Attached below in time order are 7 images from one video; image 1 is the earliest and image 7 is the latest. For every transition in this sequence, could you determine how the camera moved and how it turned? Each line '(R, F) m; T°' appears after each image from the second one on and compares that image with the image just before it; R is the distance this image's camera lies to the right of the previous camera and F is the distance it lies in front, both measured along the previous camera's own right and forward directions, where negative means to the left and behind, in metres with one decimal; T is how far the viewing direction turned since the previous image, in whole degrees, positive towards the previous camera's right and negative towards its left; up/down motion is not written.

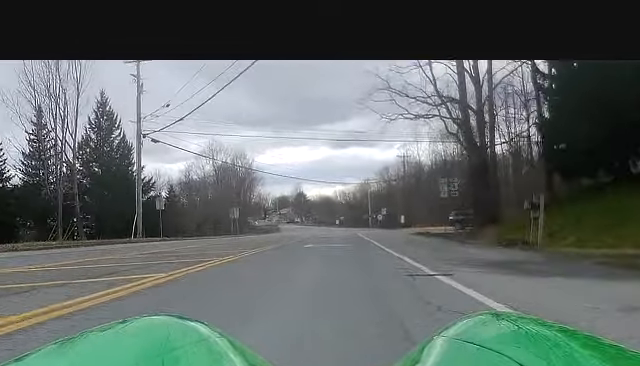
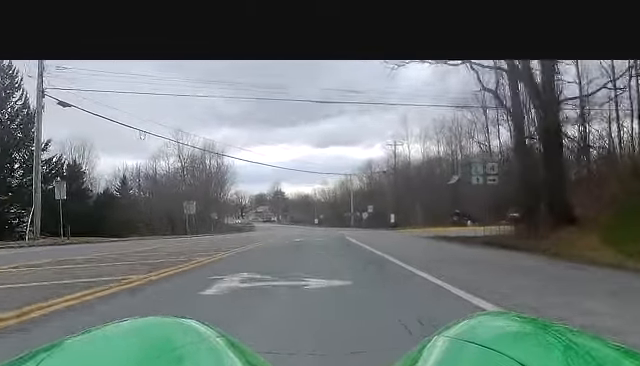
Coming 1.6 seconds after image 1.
(0.0, +19.9) m; 0°
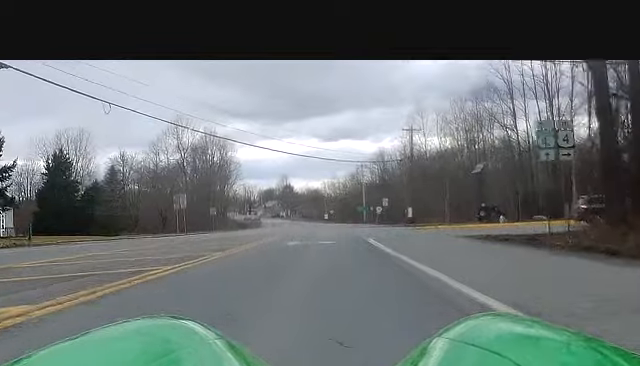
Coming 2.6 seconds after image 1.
(0.0, +11.3) m; 0°
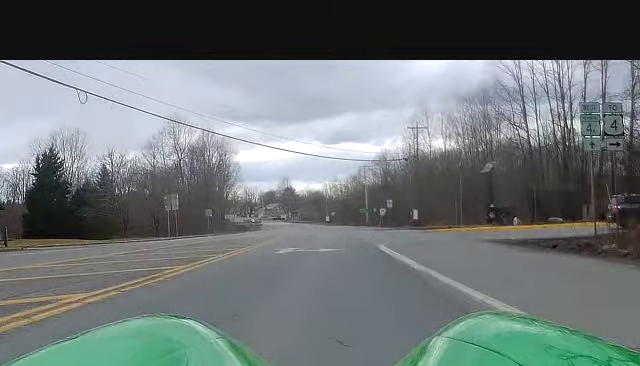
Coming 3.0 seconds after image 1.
(0.0, +4.9) m; 0°
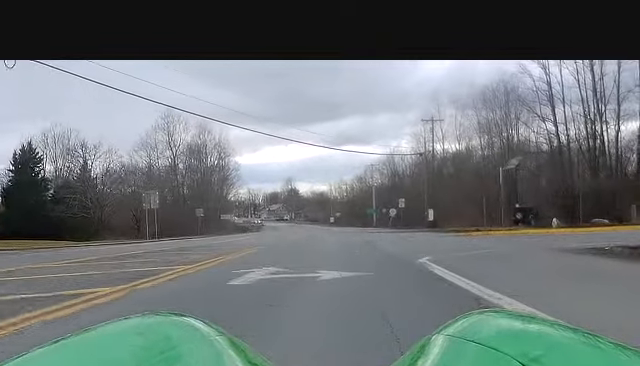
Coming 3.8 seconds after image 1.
(0.0, +10.6) m; 0°
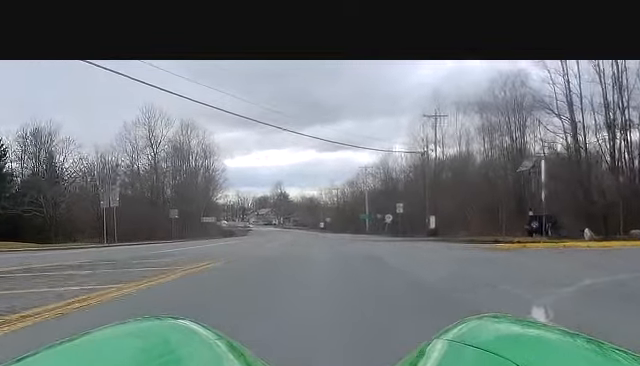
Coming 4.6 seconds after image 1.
(0.0, +9.4) m; 0°
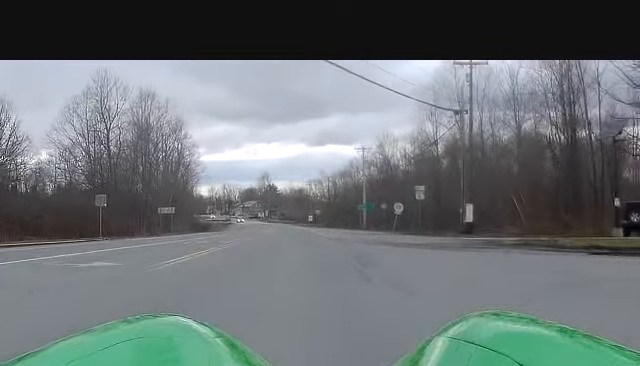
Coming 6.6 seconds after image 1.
(+0.1, +24.8) m; +1°
